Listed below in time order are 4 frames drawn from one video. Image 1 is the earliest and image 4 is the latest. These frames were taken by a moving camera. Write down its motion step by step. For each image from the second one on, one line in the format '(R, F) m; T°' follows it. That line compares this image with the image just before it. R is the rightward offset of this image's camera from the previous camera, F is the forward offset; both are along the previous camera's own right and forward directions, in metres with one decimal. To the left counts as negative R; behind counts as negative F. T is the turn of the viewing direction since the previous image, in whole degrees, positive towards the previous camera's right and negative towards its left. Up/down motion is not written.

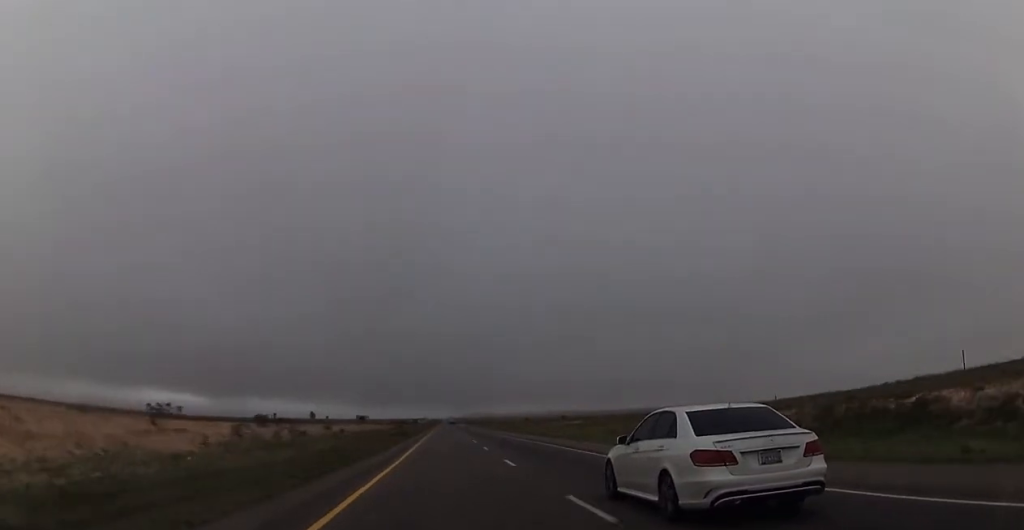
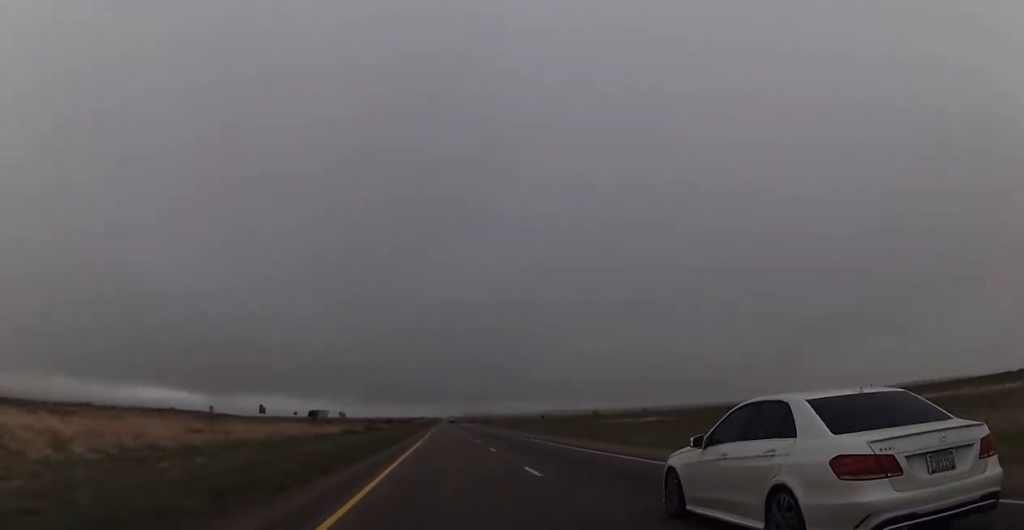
(-0.1, +65.5) m; 0°
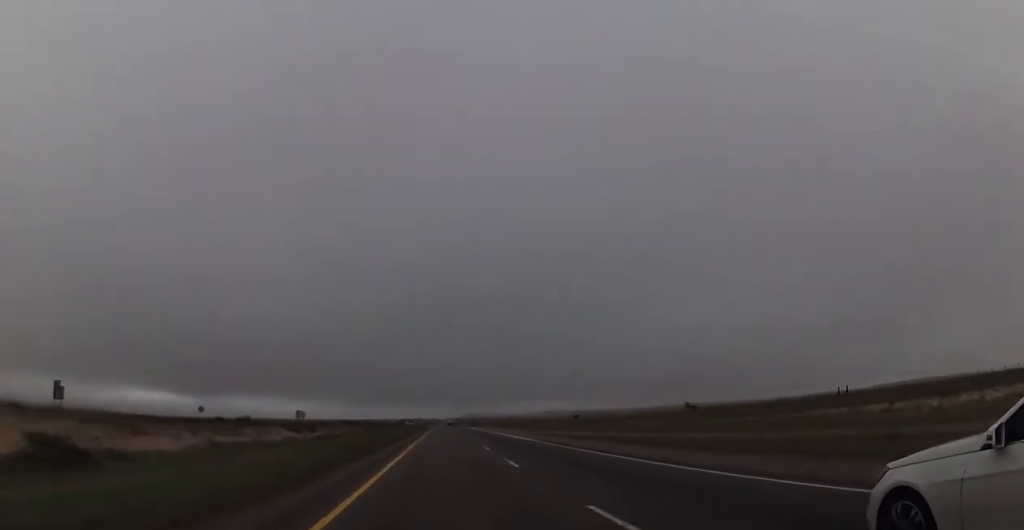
(-0.1, +93.9) m; 0°
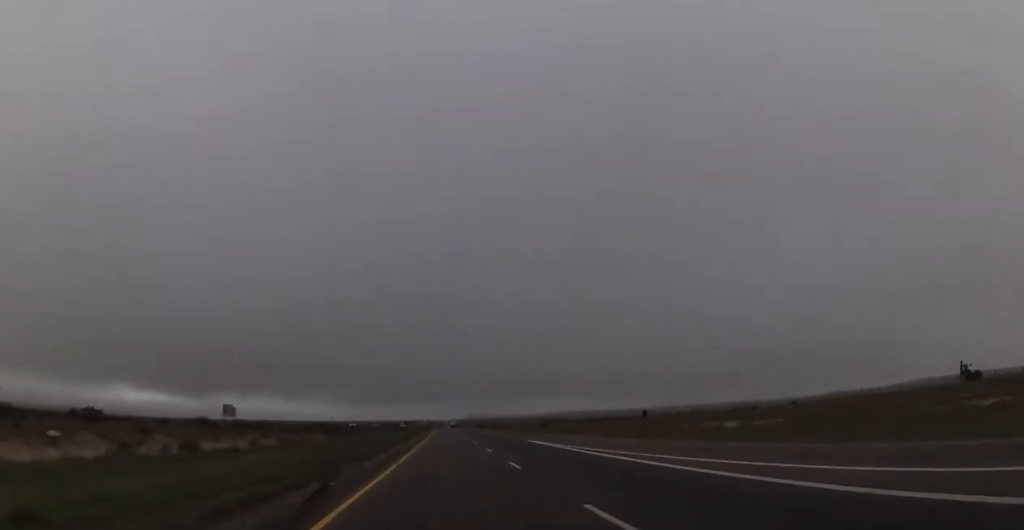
(+1.0, +84.7) m; +1°
